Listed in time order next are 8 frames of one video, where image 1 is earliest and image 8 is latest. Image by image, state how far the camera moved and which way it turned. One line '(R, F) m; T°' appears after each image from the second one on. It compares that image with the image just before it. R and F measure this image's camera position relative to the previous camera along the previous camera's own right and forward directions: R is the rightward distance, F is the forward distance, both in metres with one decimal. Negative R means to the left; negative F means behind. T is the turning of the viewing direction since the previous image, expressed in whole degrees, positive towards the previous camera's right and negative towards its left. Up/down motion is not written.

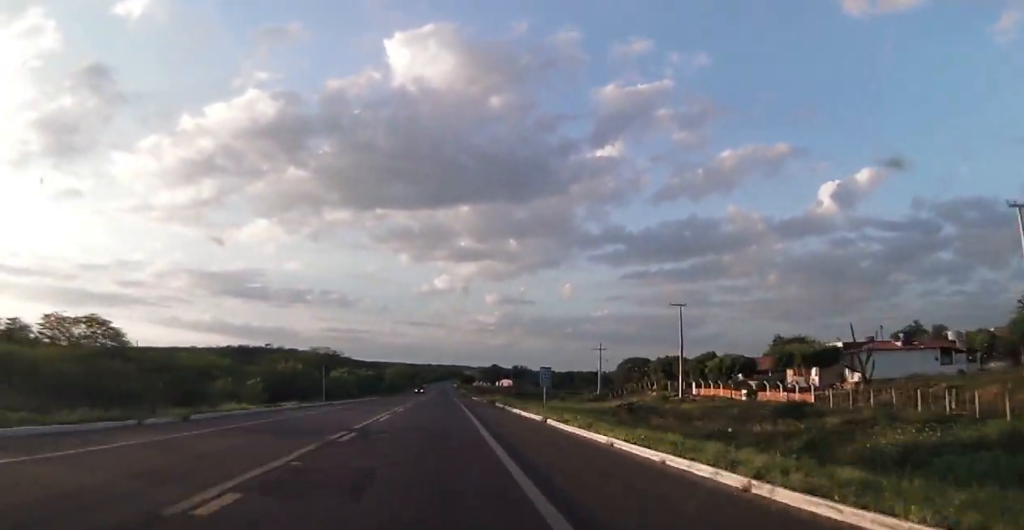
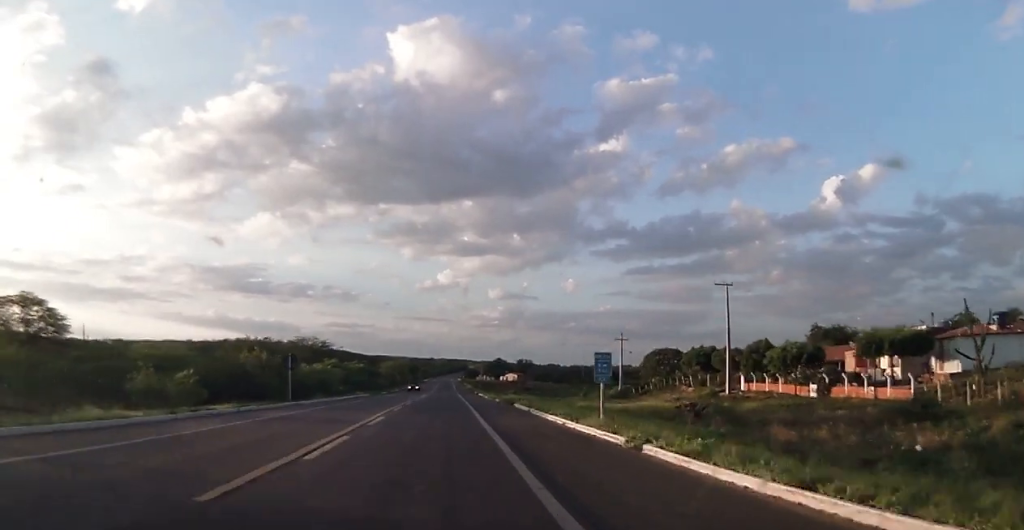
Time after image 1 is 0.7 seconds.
(-0.1, +11.9) m; -1°
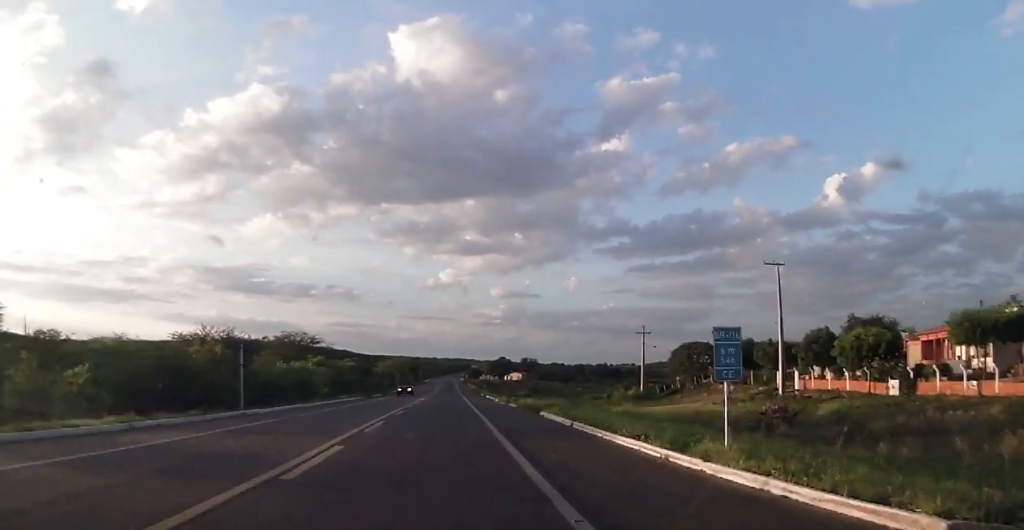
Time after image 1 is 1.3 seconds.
(0.0, +9.8) m; 0°
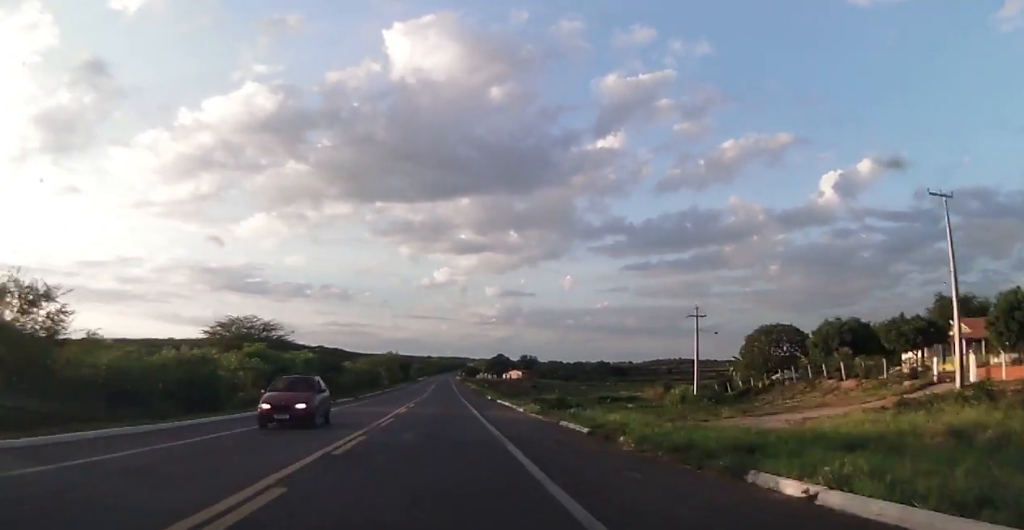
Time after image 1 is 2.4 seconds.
(0.0, +20.9) m; 0°
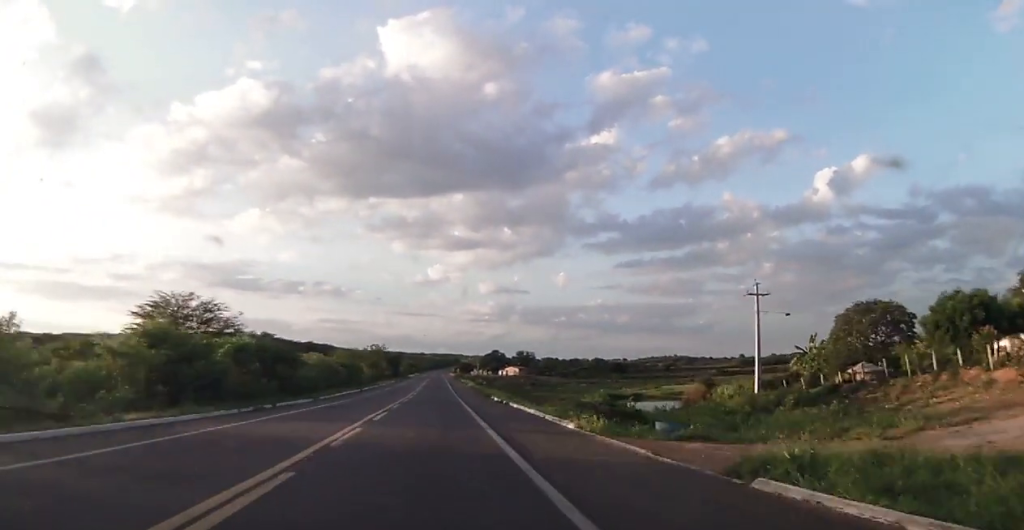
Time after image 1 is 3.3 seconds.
(0.0, +15.5) m; 0°
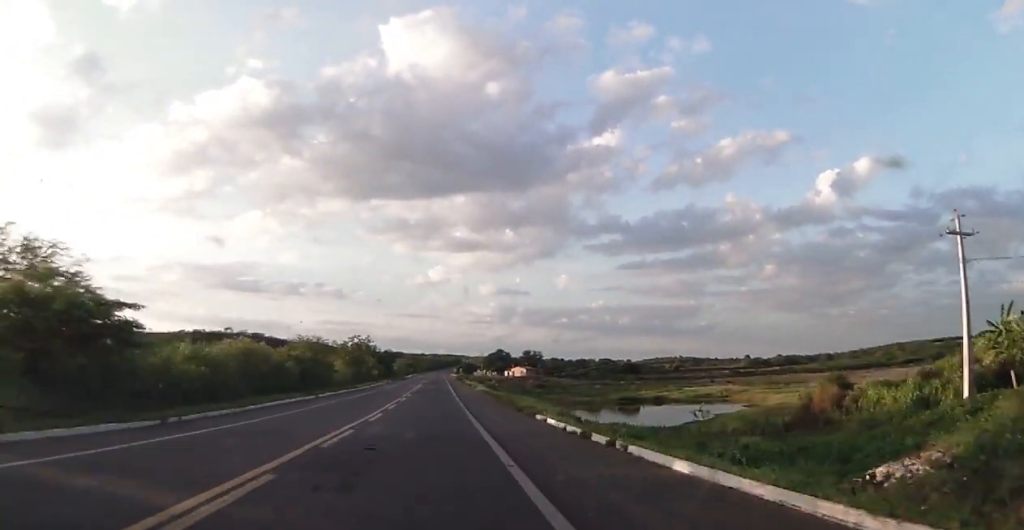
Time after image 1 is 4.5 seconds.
(+0.2, +24.2) m; +2°
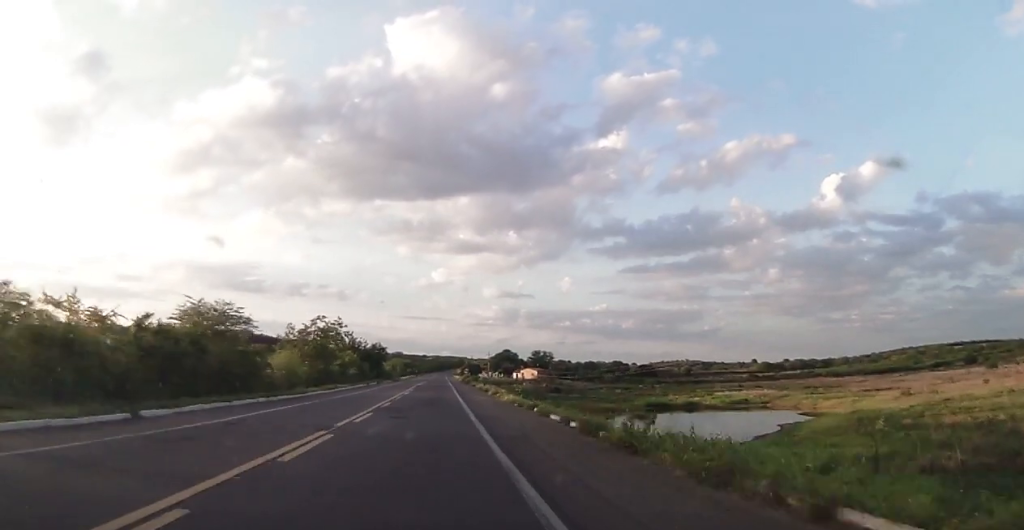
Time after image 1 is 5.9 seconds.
(+0.2, +27.3) m; -1°
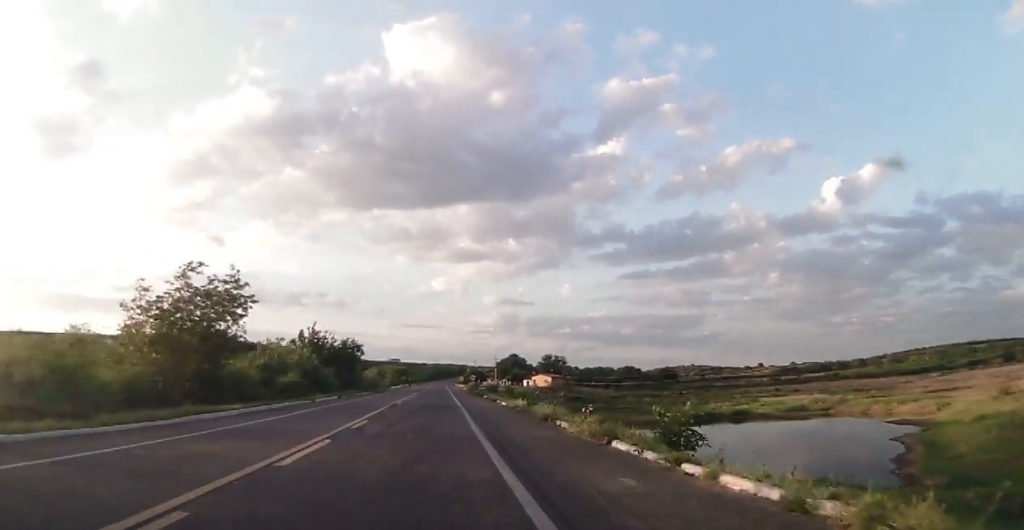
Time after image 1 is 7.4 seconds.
(-0.4, +31.9) m; -1°
